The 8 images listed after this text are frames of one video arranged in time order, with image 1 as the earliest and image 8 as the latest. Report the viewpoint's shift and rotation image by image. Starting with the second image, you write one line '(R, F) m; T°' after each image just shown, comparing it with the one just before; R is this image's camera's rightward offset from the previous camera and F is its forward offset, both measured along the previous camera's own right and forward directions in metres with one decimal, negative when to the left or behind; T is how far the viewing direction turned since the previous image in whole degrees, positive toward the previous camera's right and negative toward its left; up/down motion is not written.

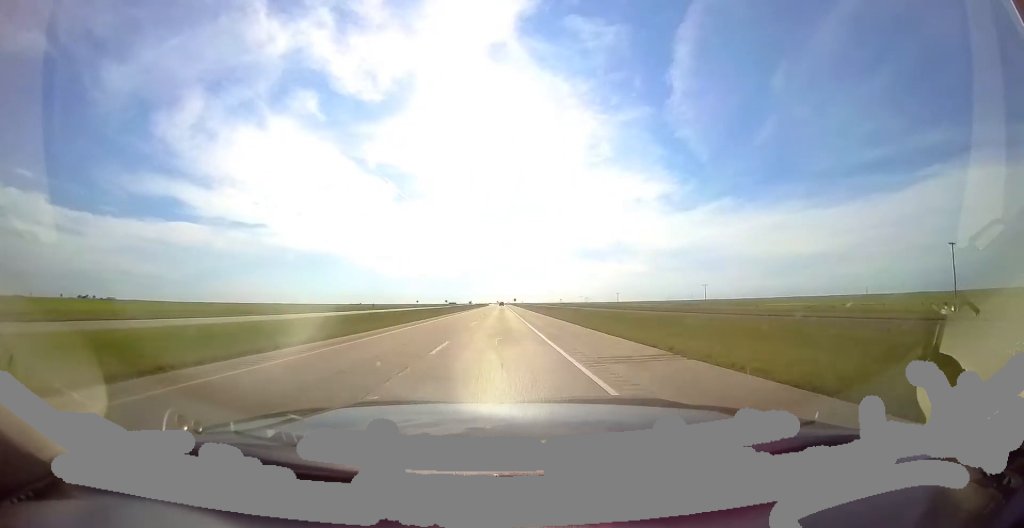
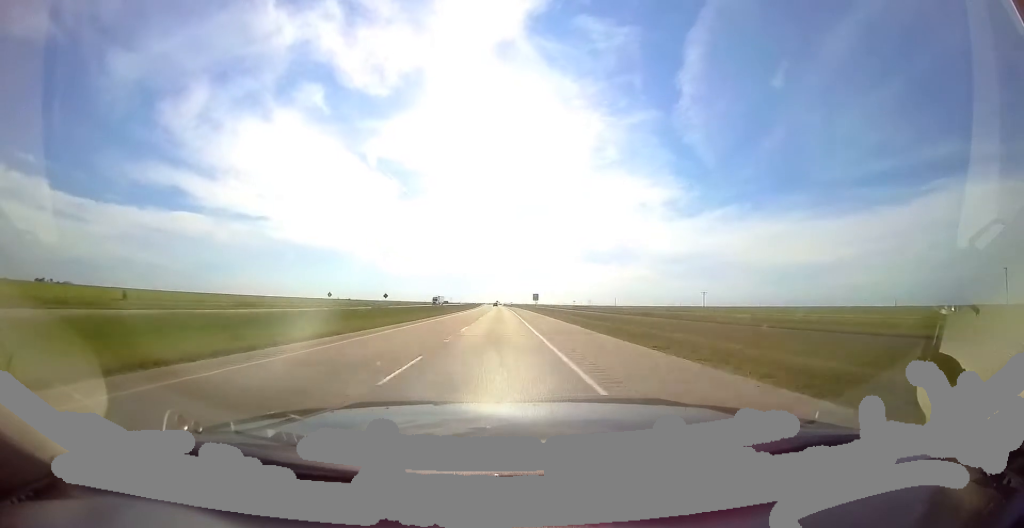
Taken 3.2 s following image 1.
(+0.4, +113.9) m; -1°
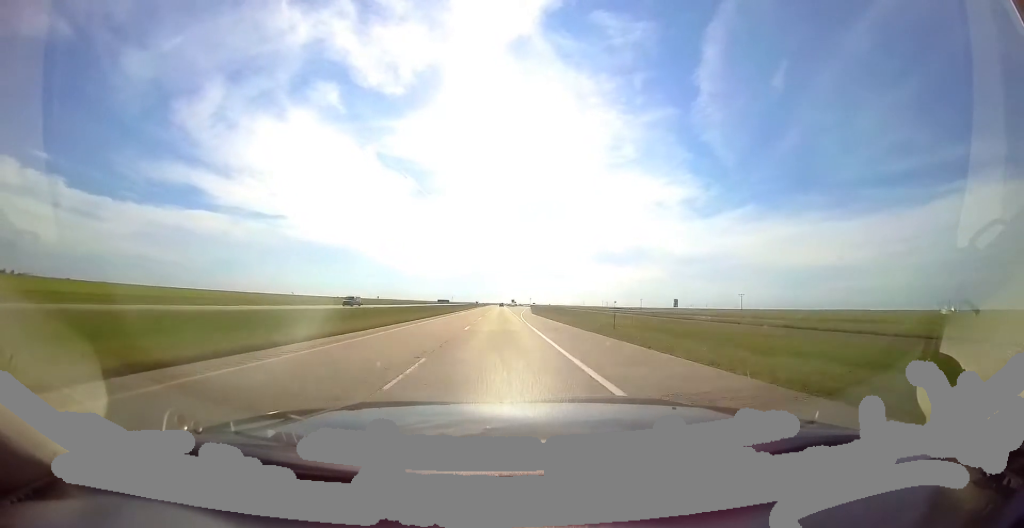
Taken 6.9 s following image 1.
(-3.7, +133.3) m; -2°
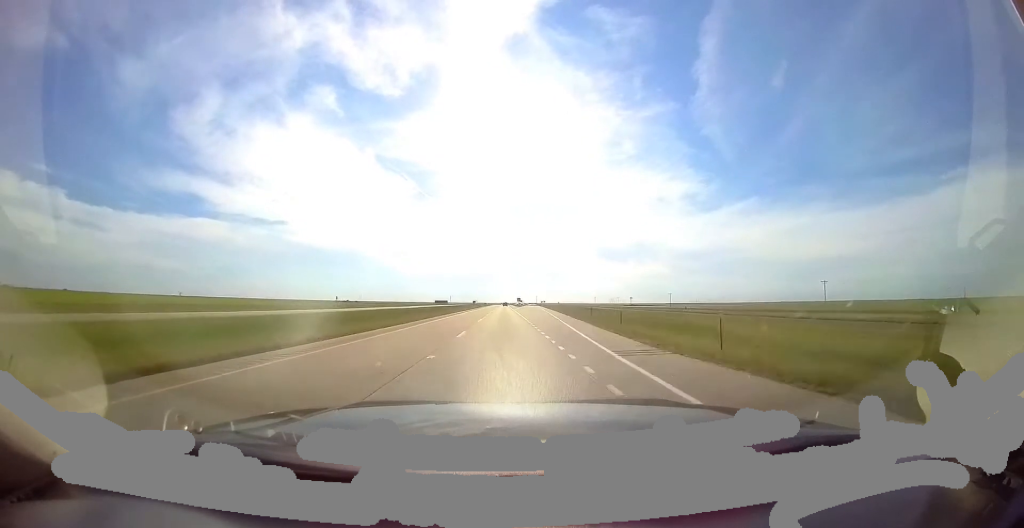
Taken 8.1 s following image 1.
(-0.2, +40.5) m; 0°
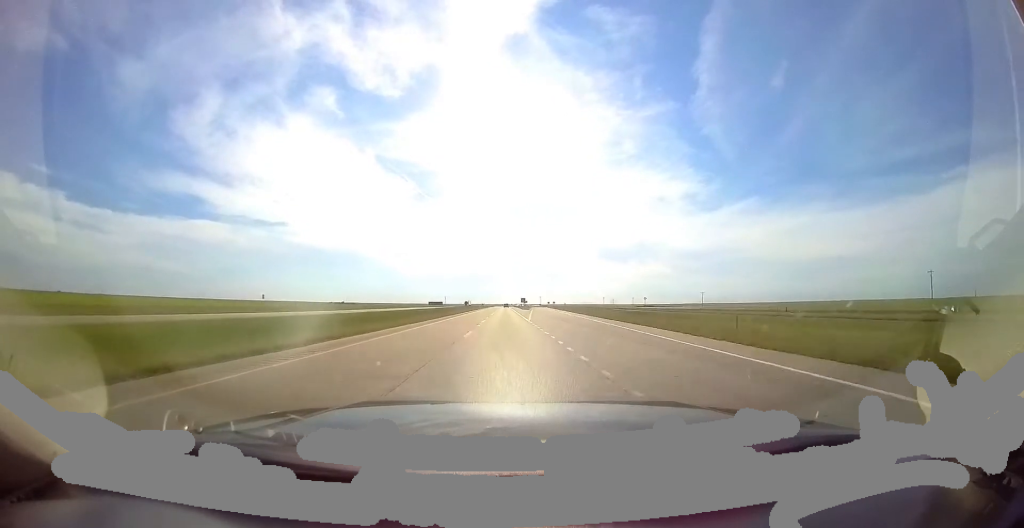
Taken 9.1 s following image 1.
(-0.1, +35.7) m; 0°
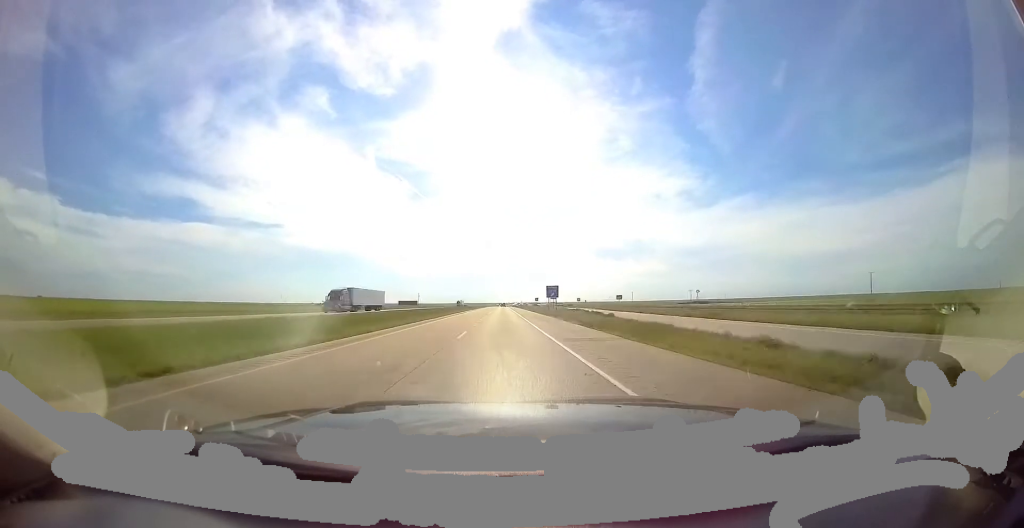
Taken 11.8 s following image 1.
(0.0, +97.4) m; 0°
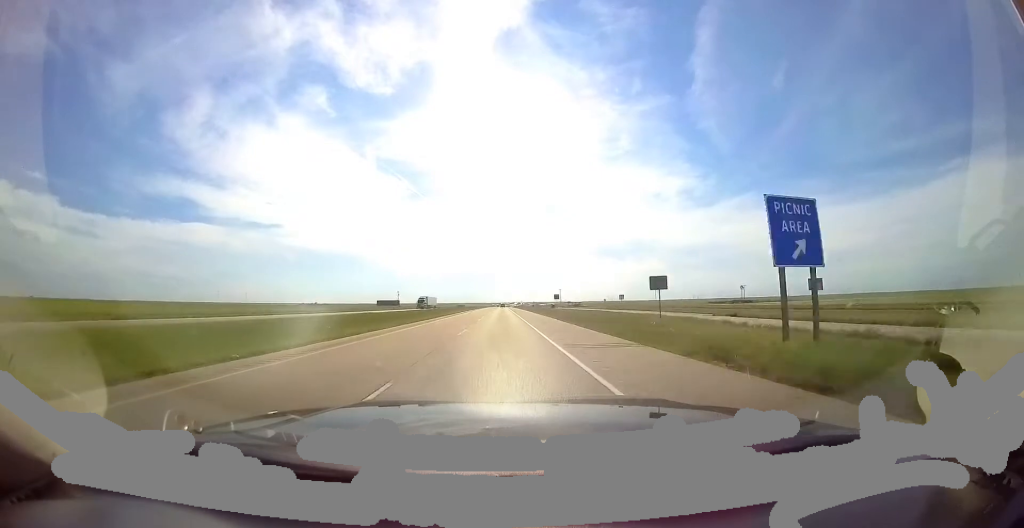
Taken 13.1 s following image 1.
(-0.2, +47.5) m; 0°
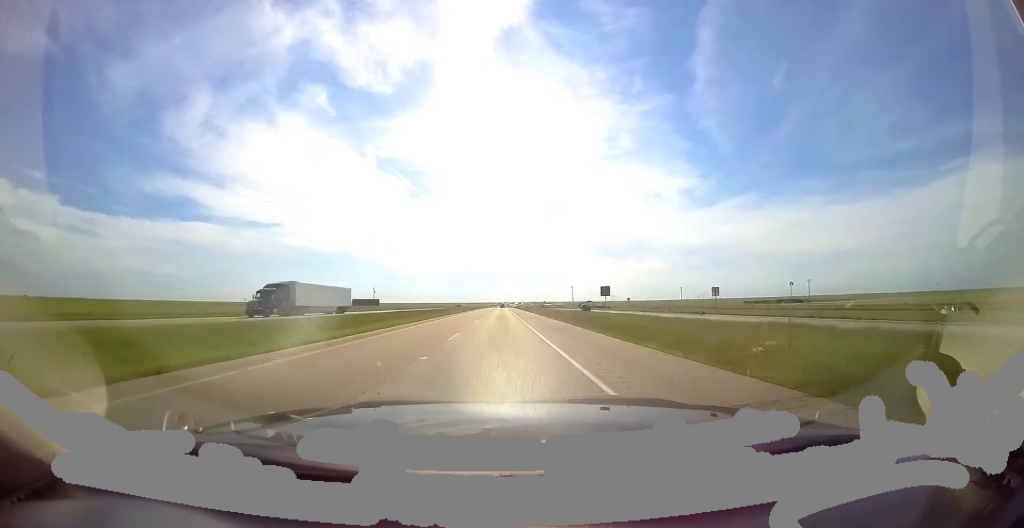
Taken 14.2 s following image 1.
(+0.3, +37.9) m; 0°
